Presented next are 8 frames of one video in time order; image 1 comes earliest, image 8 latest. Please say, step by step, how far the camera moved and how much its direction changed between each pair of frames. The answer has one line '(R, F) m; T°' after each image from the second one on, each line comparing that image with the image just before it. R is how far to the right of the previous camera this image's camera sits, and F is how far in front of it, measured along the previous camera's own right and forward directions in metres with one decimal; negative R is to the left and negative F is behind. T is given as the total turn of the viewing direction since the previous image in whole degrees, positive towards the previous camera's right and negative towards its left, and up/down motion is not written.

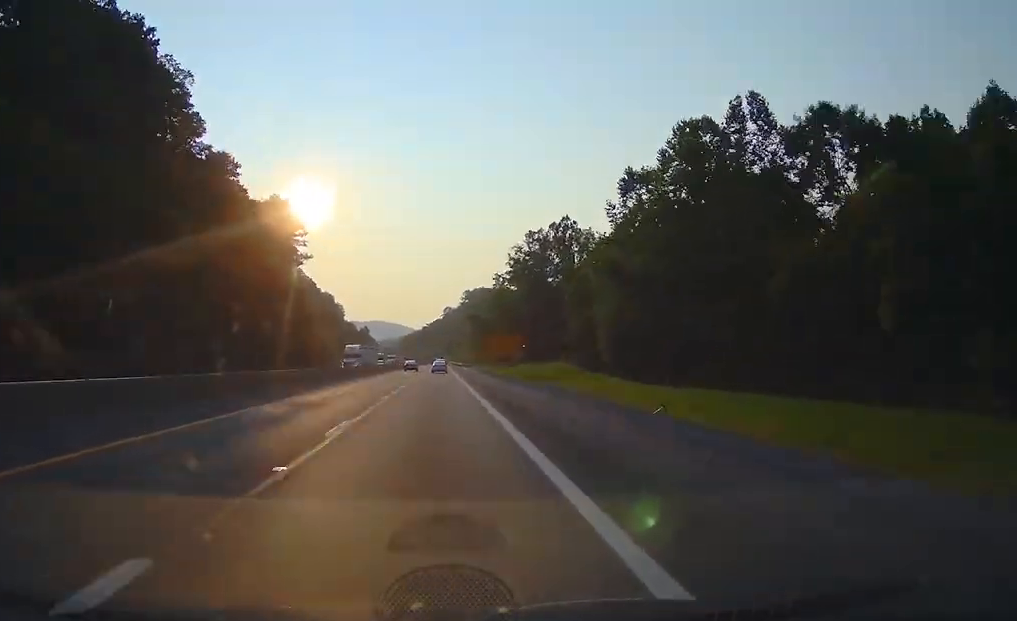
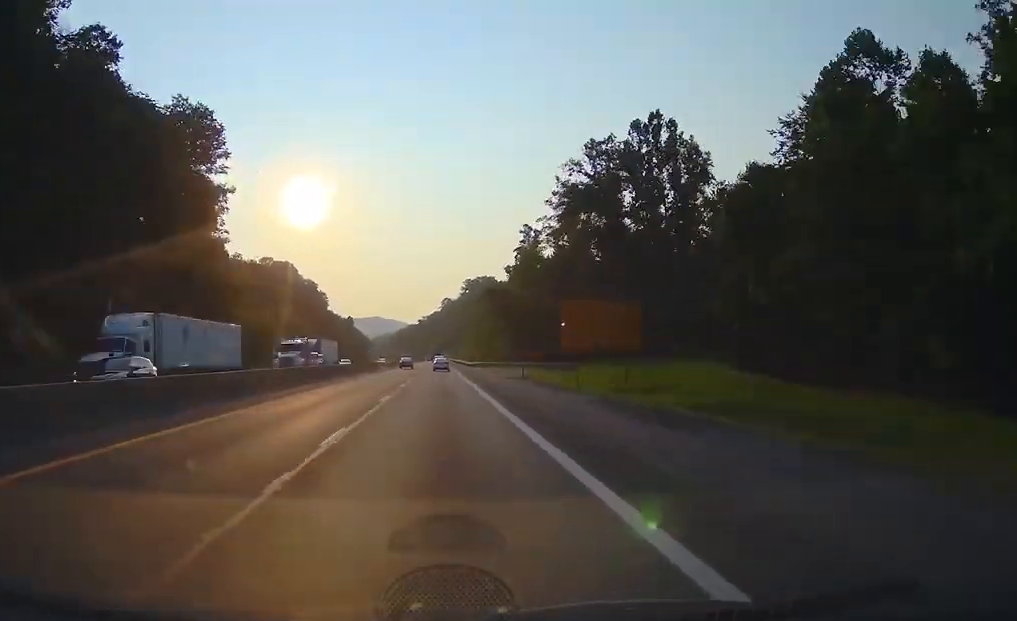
(+1.2, +62.4) m; +1°
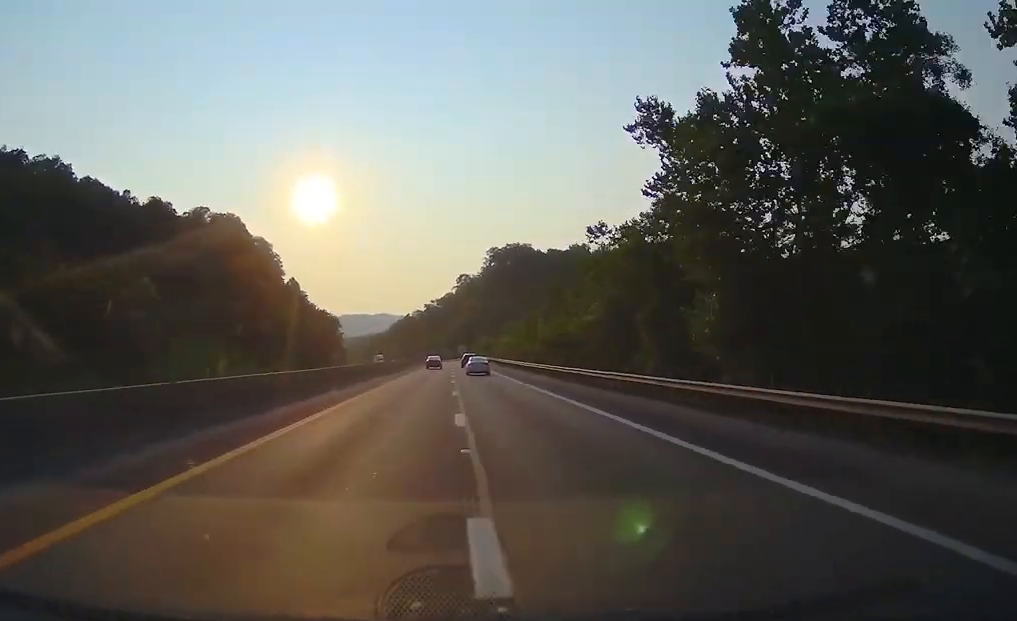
(+0.3, +151.5) m; -1°
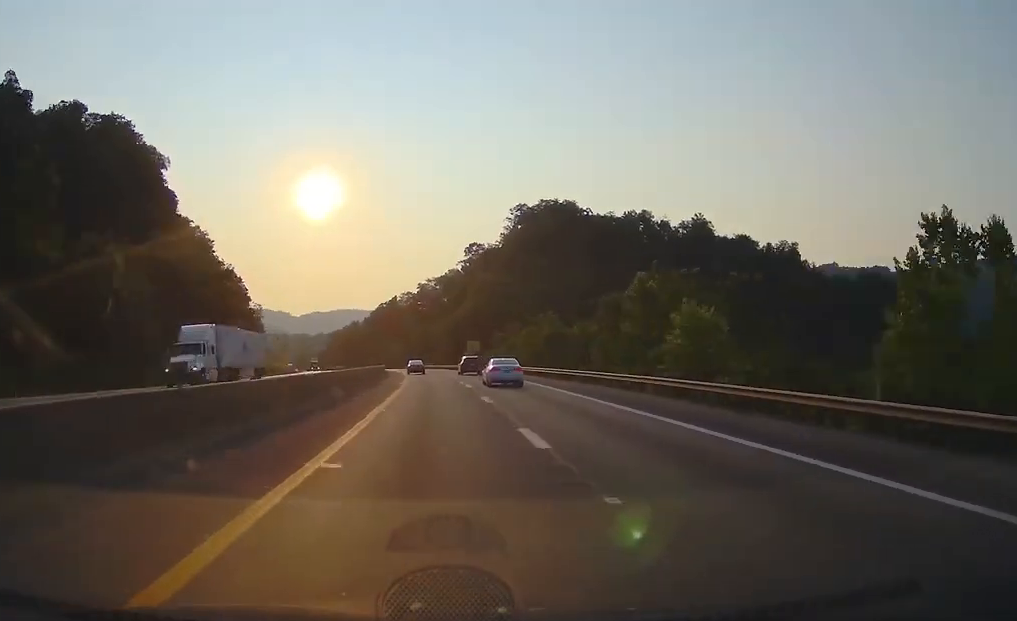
(-1.5, +123.8) m; -3°
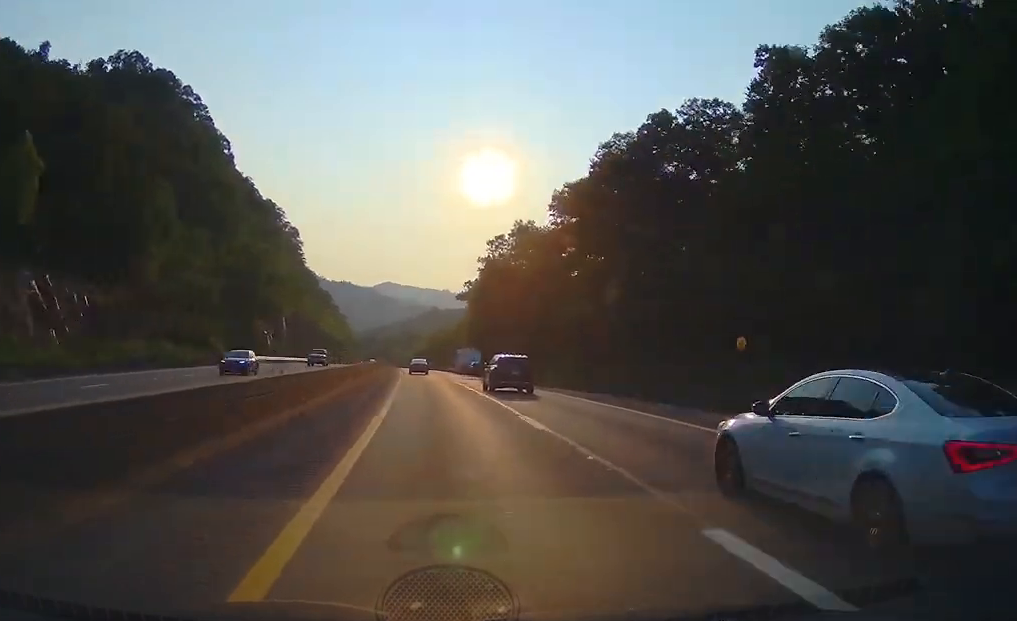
(-23.4, +239.2) m; -11°
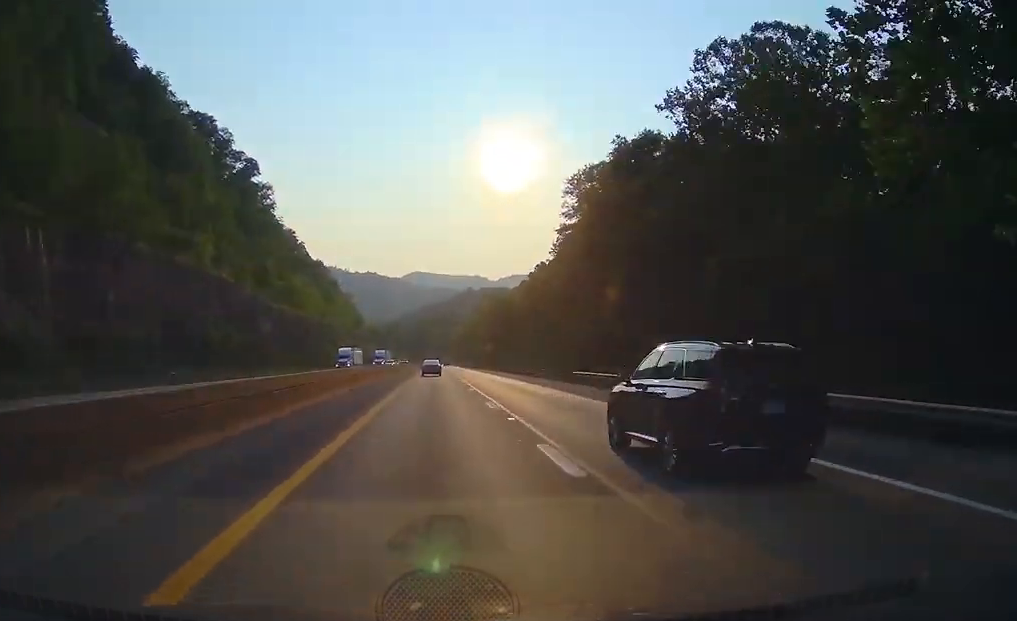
(-3.9, +139.2) m; -2°
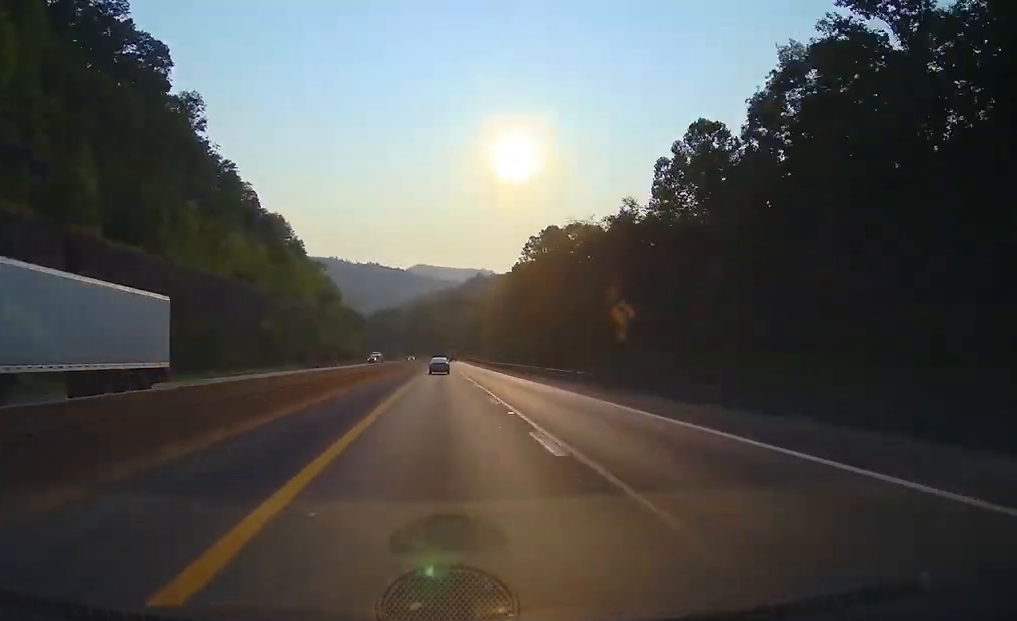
(-0.4, +95.1) m; 0°
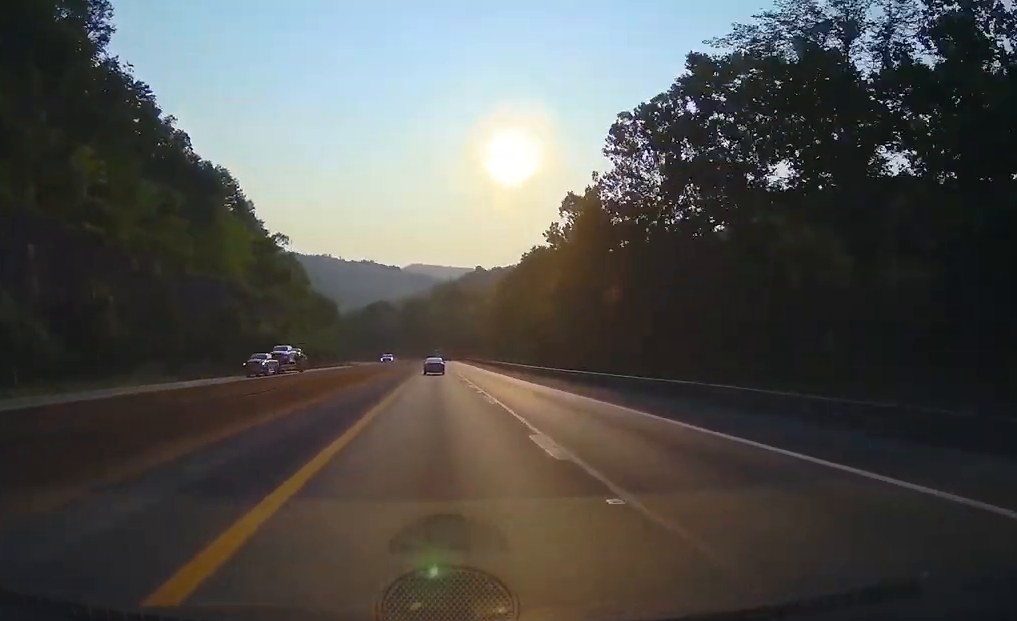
(0.0, +60.0) m; -1°
